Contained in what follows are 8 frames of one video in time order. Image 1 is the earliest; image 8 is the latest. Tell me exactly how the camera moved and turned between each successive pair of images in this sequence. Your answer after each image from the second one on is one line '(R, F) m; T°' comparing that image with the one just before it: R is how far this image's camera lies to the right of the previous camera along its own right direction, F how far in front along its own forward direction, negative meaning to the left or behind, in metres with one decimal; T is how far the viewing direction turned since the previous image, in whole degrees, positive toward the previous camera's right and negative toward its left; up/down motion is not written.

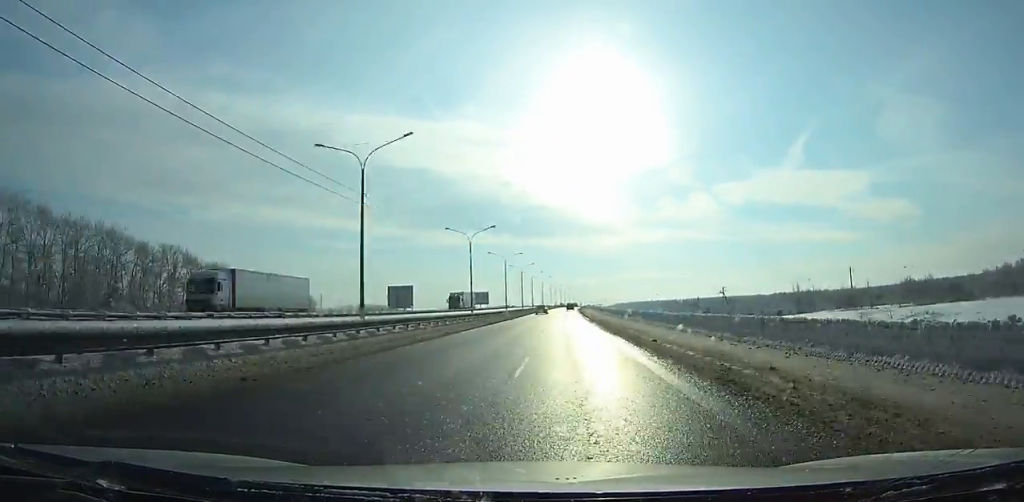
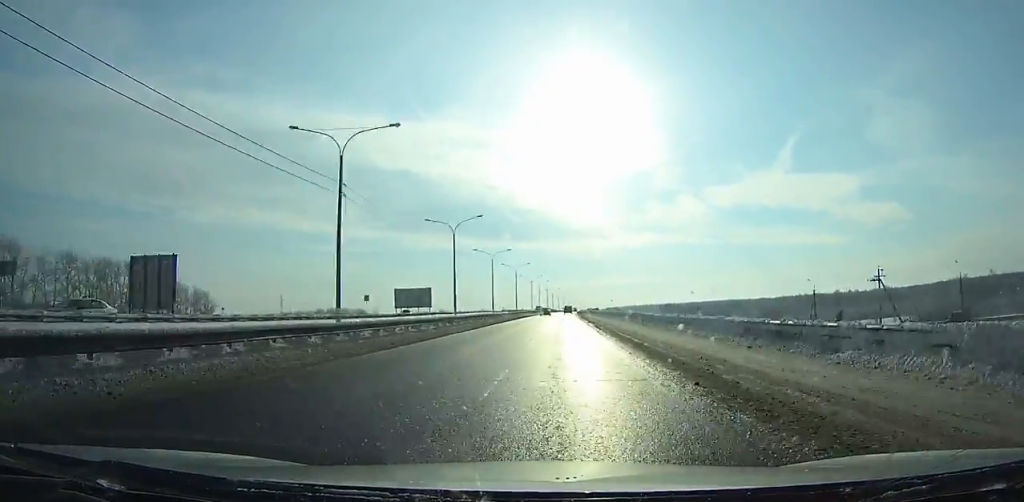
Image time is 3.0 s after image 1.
(+0.9, +82.0) m; +1°
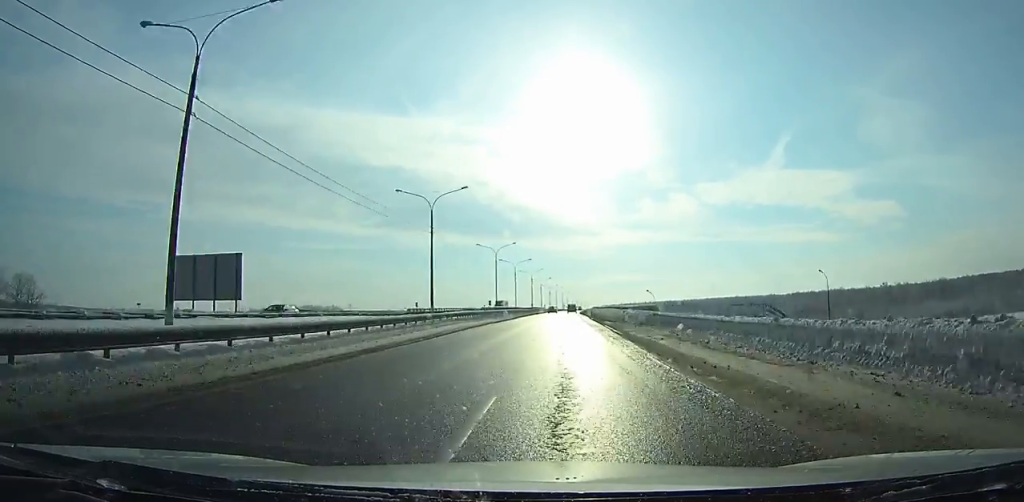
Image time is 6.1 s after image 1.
(+0.5, +83.9) m; +1°
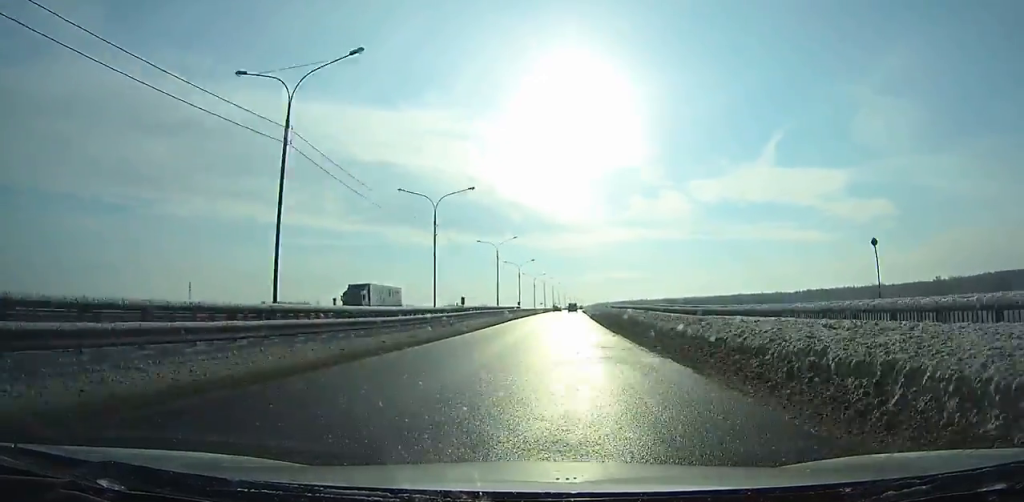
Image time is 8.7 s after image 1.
(+0.6, +69.3) m; +1°
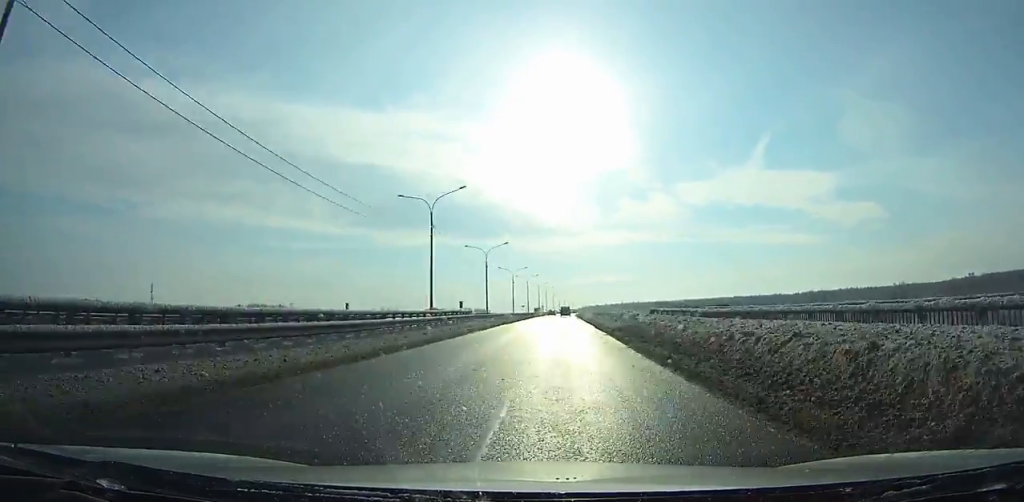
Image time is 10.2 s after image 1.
(+0.2, +39.7) m; +1°
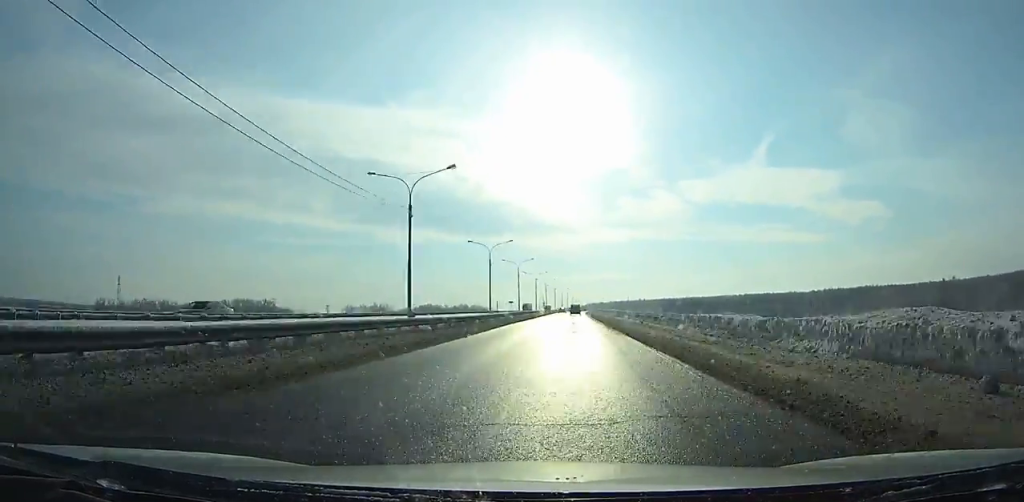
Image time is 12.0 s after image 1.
(+0.4, +47.2) m; +1°
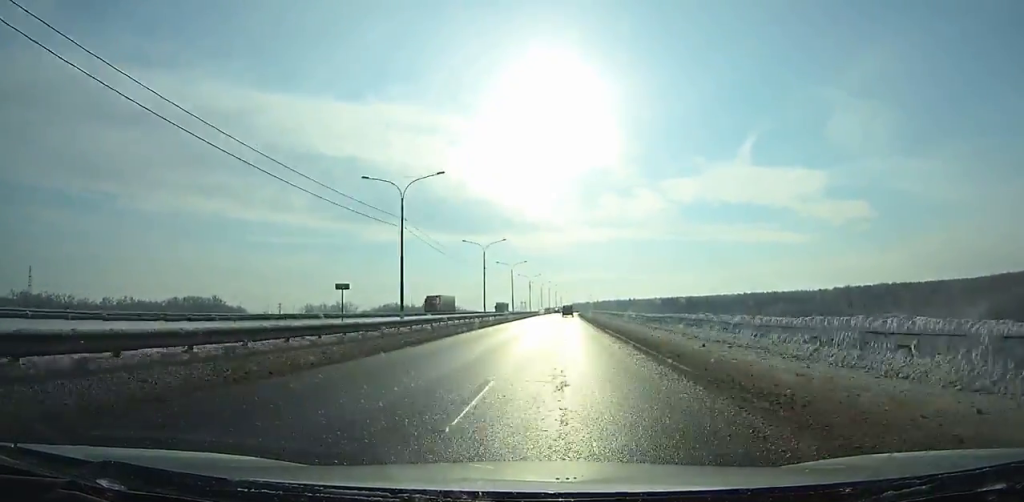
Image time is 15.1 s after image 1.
(+1.1, +80.4) m; +1°
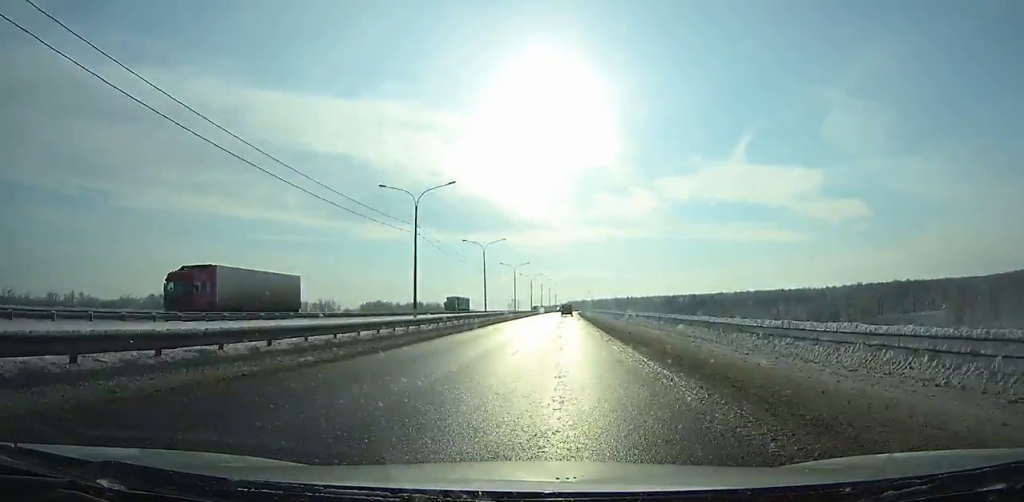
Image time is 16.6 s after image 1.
(+0.1, +38.6) m; 0°
